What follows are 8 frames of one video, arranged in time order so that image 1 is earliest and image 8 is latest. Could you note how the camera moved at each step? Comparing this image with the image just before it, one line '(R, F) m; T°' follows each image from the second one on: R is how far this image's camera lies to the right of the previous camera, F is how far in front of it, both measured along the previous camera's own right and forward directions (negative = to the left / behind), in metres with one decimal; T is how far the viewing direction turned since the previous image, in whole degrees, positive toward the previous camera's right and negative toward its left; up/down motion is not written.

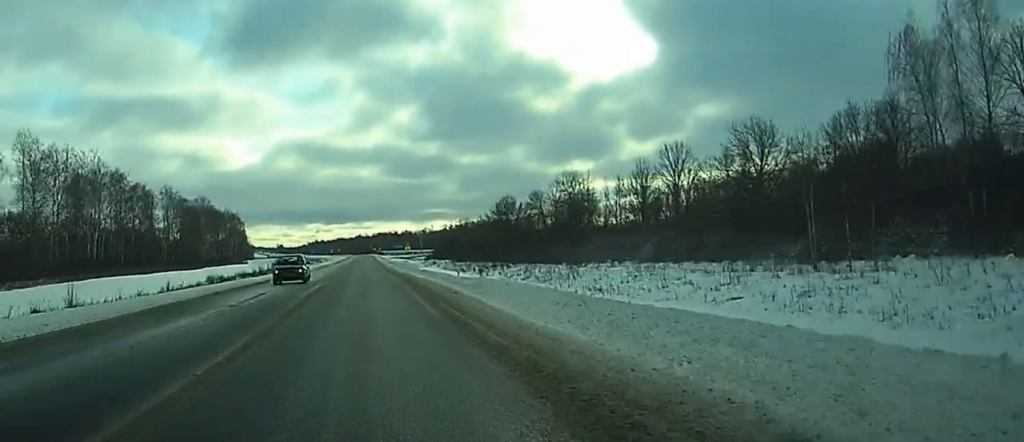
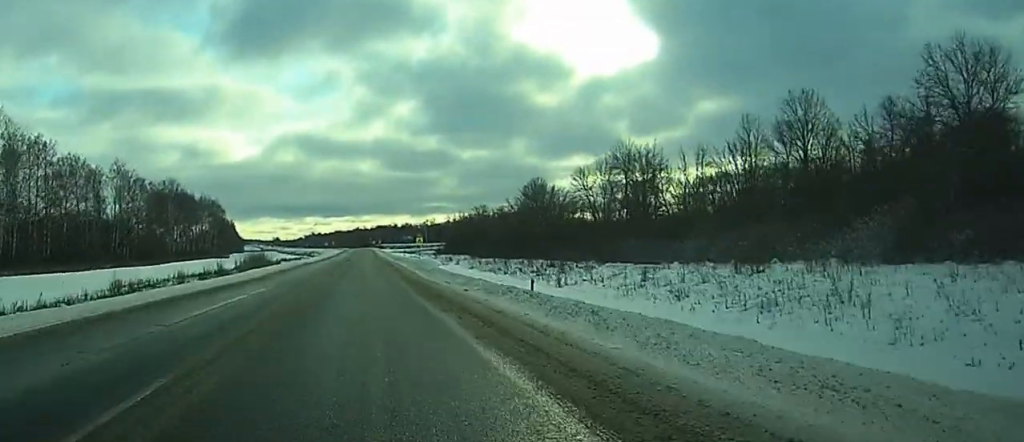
(+0.1, +40.1) m; 0°
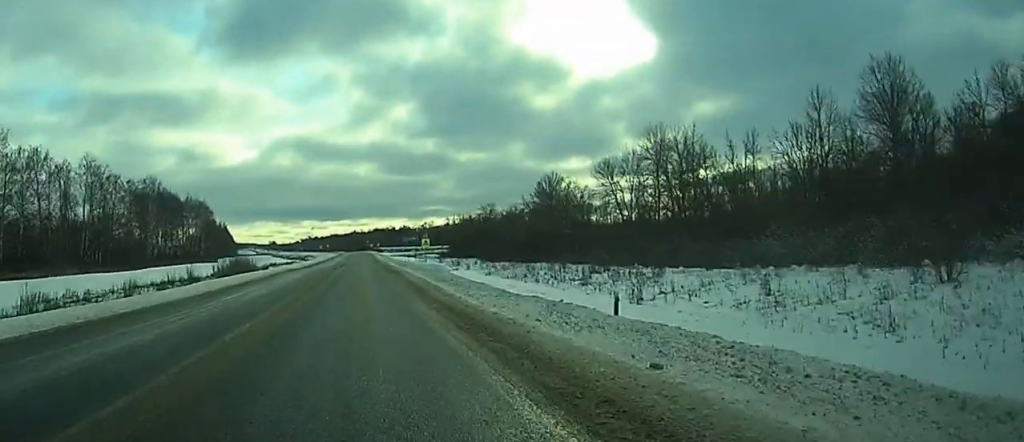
(0.0, +17.1) m; 0°
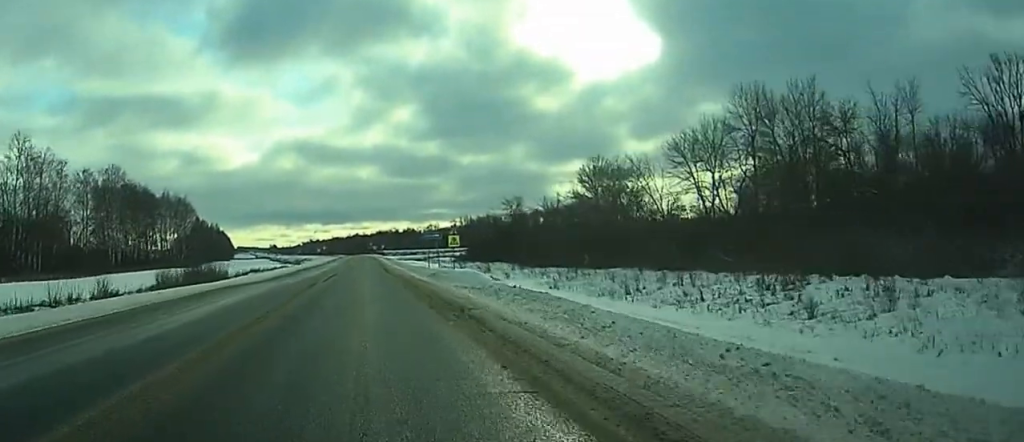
(-0.1, +31.6) m; 0°
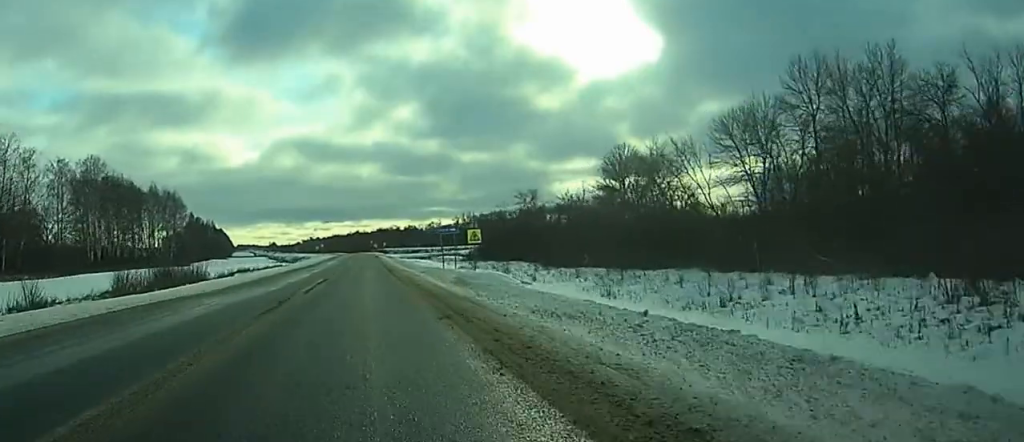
(0.0, +13.7) m; 0°
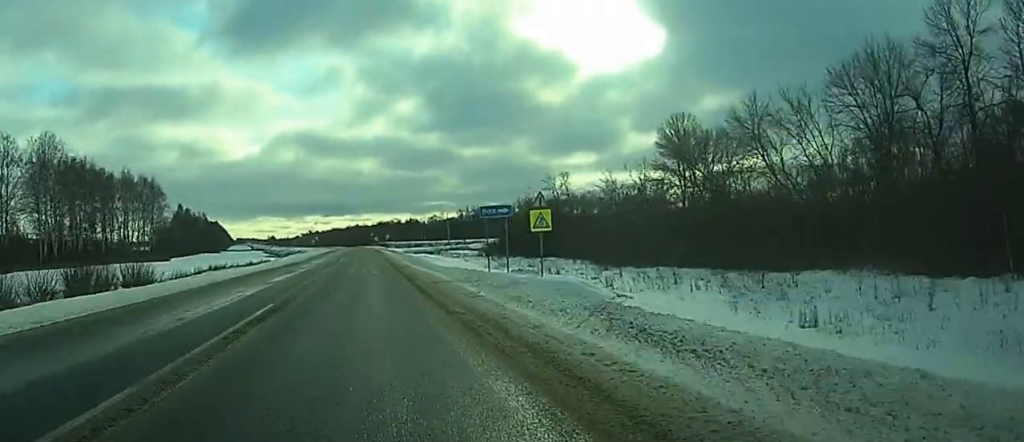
(0.0, +23.2) m; 0°
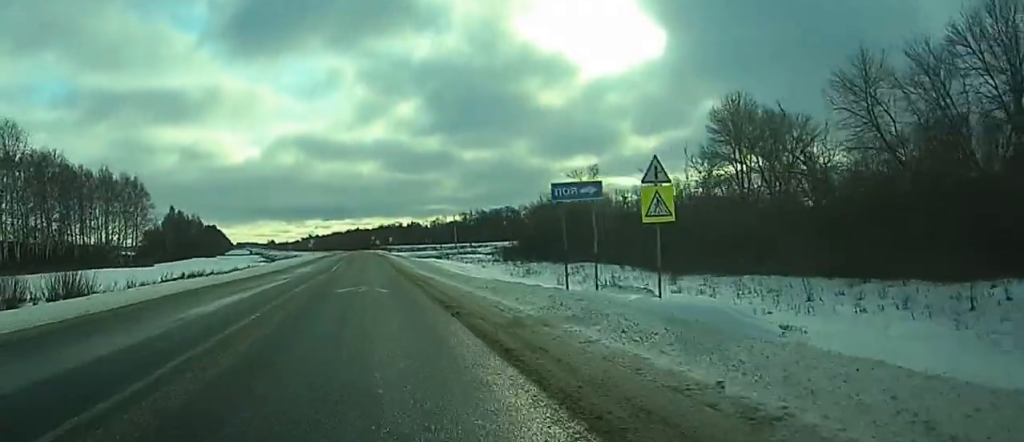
(0.0, +15.5) m; 0°
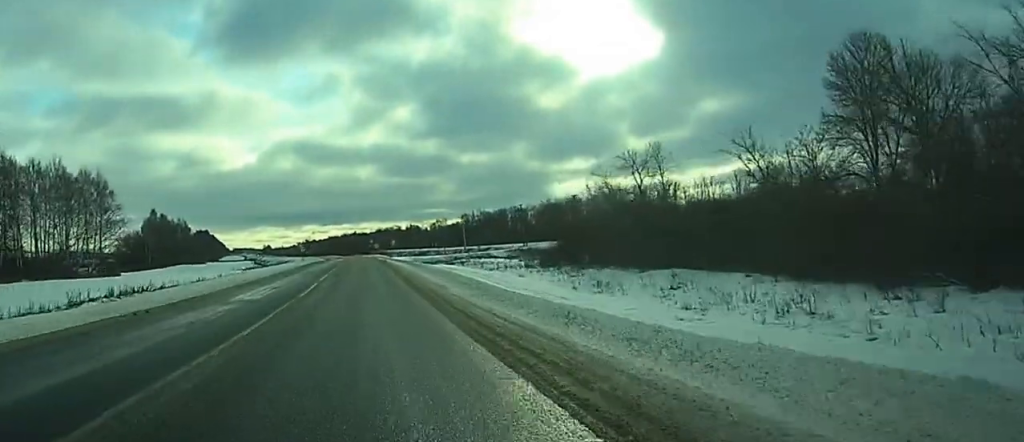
(+0.1, +24.1) m; 0°
